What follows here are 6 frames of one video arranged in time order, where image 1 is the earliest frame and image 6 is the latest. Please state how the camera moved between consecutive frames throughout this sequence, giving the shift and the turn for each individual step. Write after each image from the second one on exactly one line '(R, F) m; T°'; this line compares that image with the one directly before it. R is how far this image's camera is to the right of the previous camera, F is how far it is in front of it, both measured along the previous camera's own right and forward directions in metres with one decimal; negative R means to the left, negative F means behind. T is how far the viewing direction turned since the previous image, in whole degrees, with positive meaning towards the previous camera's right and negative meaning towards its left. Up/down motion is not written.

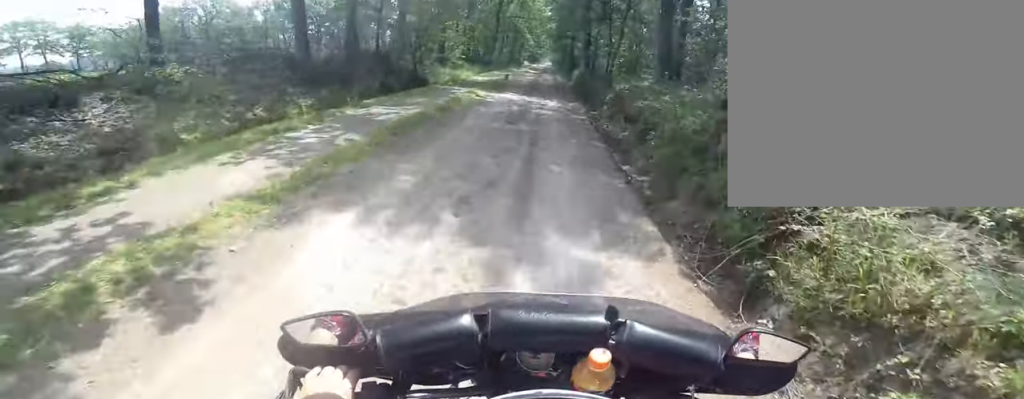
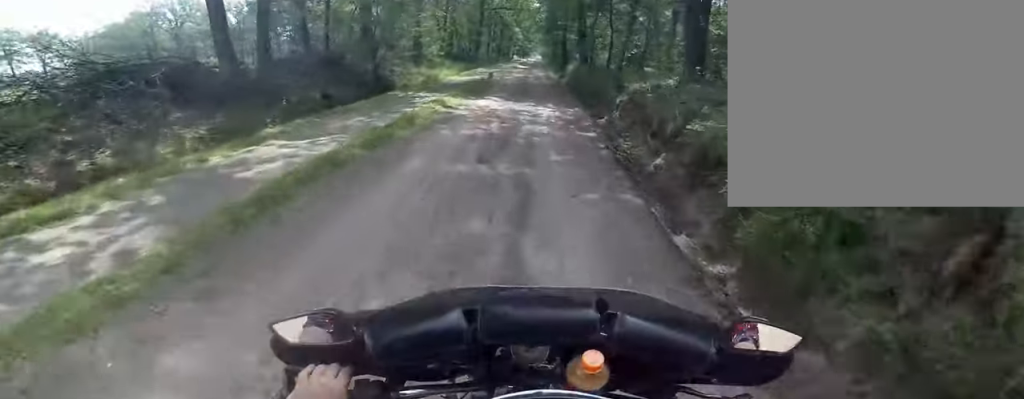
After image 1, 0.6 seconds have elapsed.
(+0.3, +3.4) m; +3°
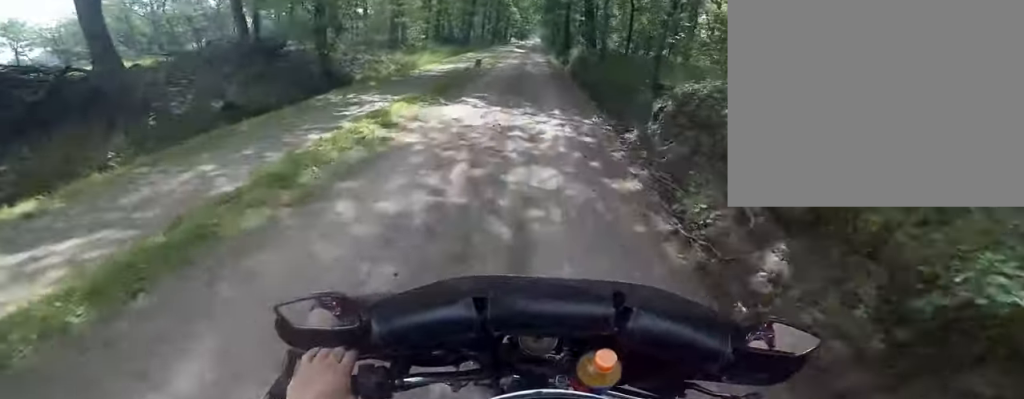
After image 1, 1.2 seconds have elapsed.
(+0.6, +3.8) m; 0°
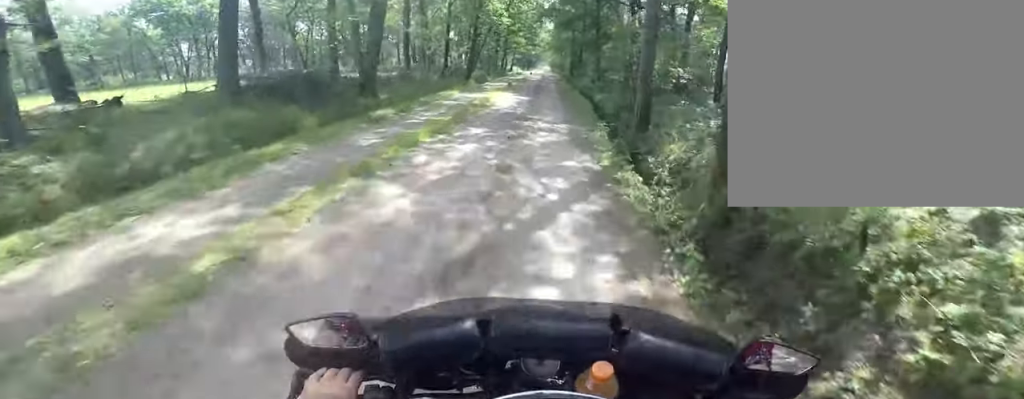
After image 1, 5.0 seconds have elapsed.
(-2.1, +24.4) m; 0°
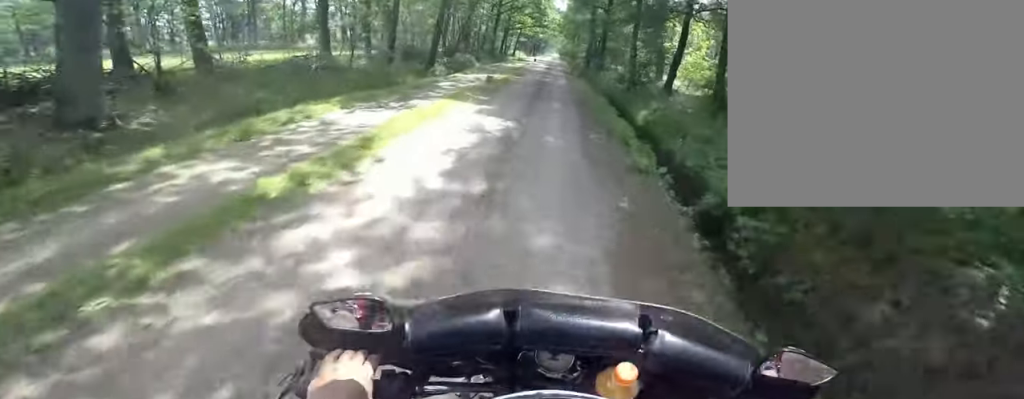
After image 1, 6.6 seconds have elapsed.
(-1.1, +9.9) m; -8°
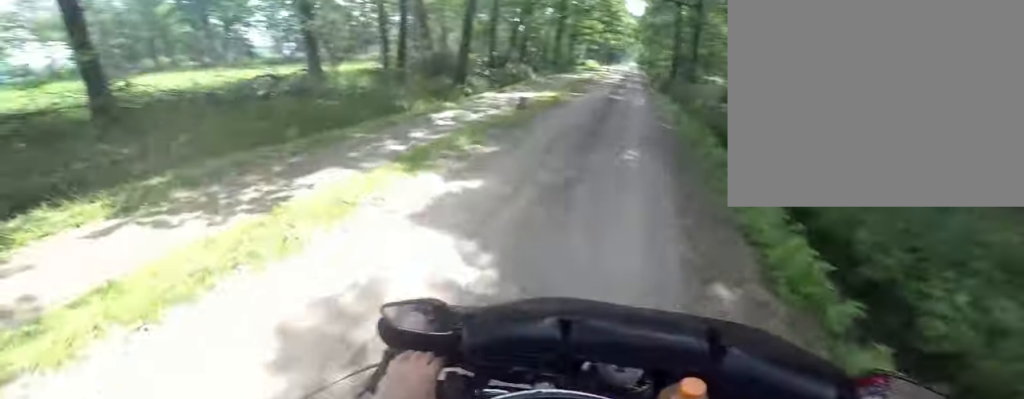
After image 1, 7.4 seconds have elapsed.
(0.0, +5.1) m; 0°
